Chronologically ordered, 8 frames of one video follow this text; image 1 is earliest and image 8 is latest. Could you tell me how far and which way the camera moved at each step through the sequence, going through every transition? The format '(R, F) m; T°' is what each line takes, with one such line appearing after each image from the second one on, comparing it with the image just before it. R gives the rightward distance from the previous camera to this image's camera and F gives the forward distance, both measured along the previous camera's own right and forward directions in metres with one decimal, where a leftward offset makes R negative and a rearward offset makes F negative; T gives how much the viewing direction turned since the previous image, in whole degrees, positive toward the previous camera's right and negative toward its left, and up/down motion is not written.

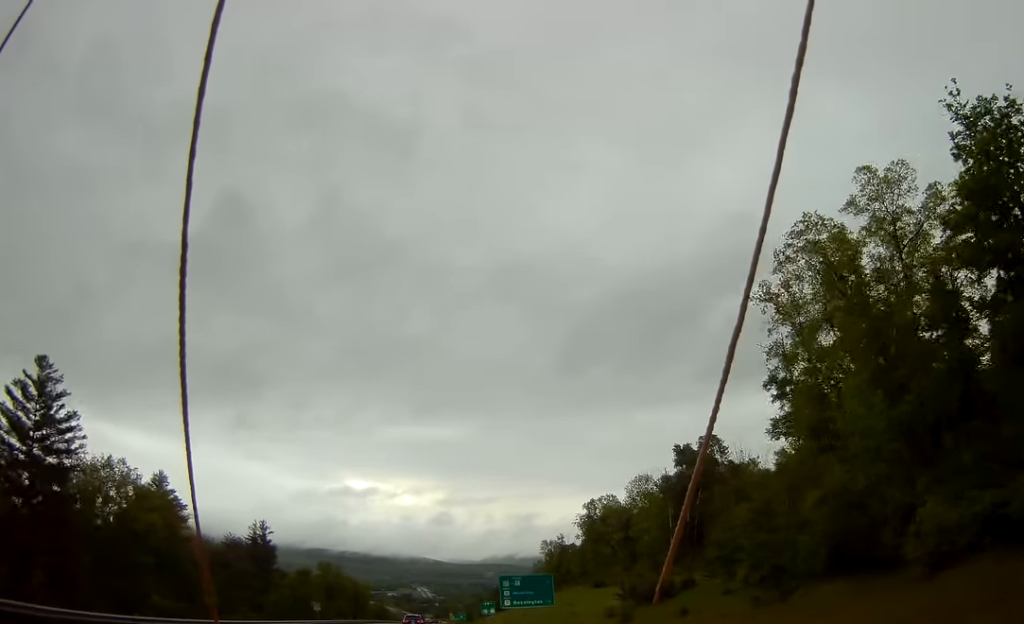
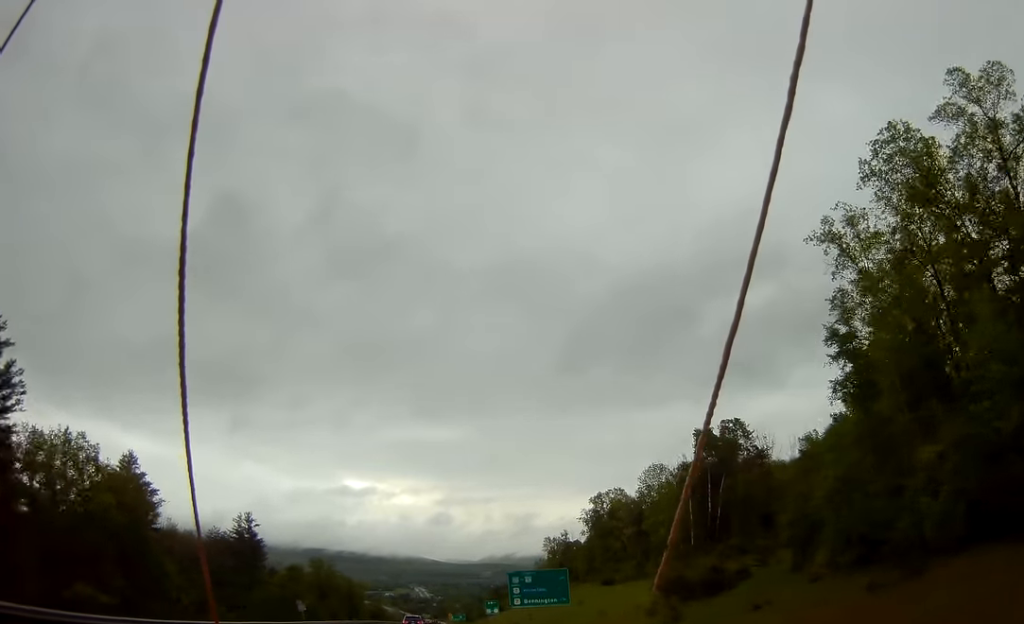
(0.0, +11.9) m; 0°
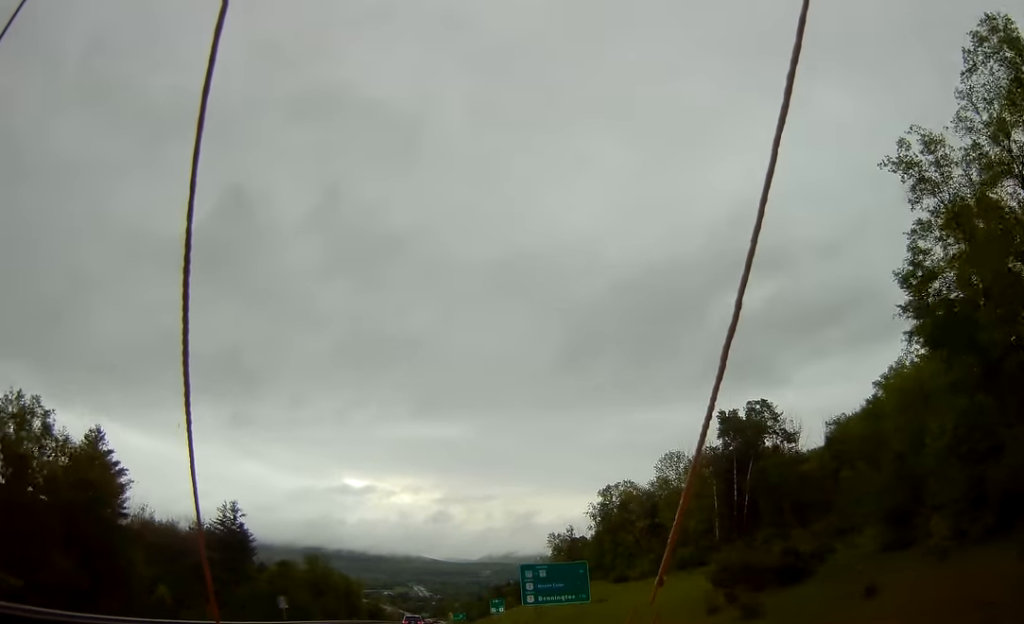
(0.0, +11.2) m; 0°
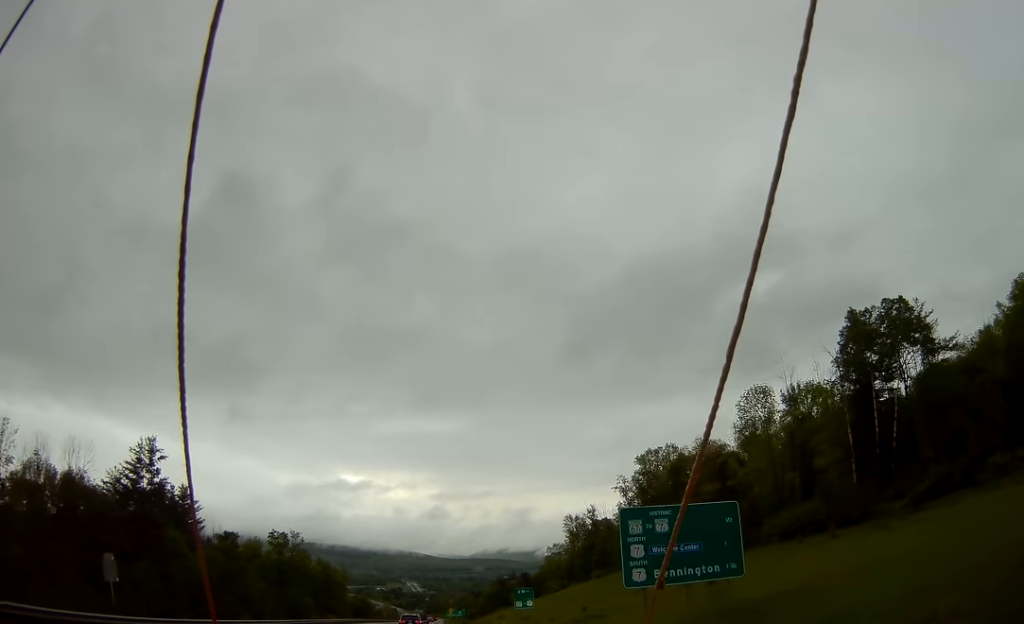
(+0.1, +42.2) m; +1°
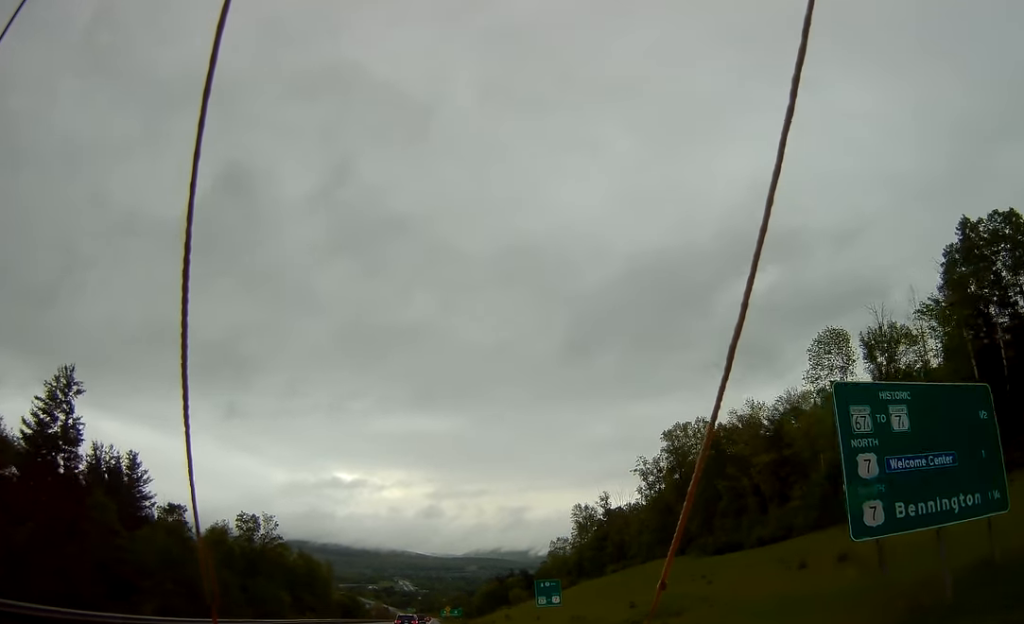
(+0.4, +24.0) m; 0°
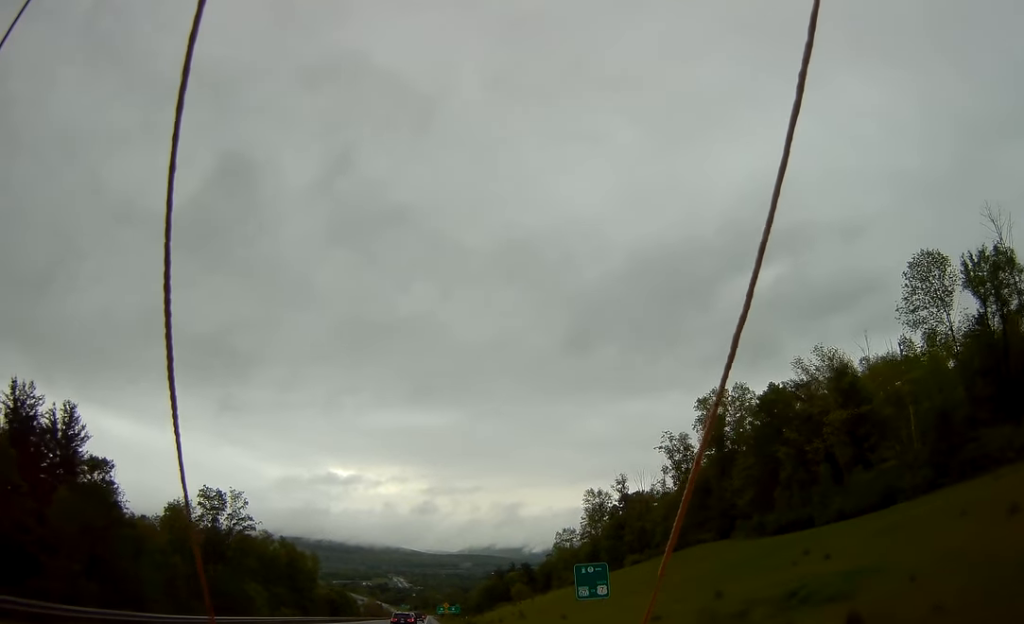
(-0.4, +22.3) m; -1°
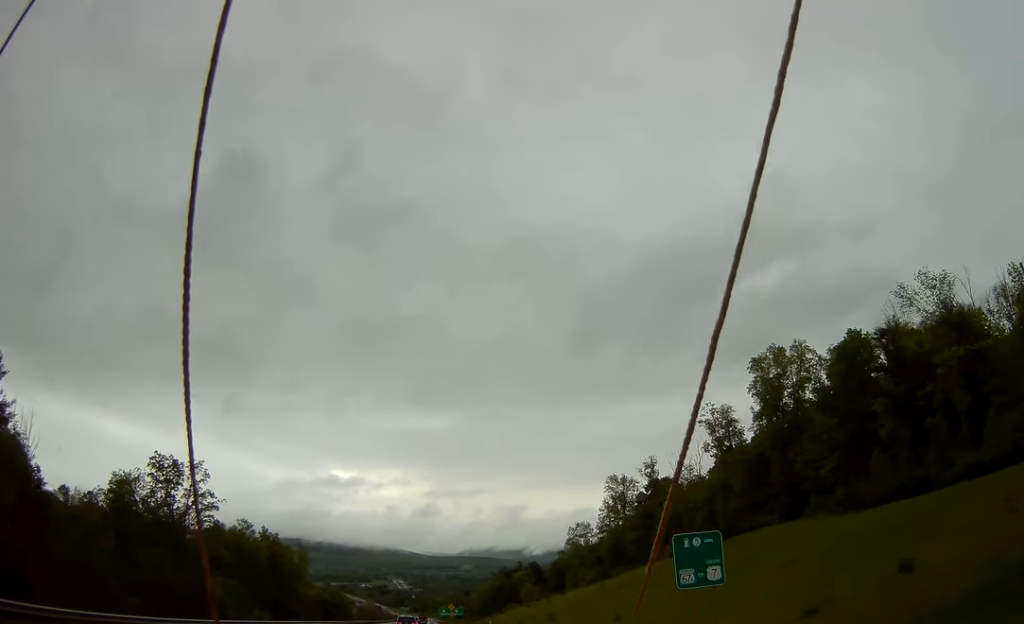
(+0.4, +23.6) m; +1°
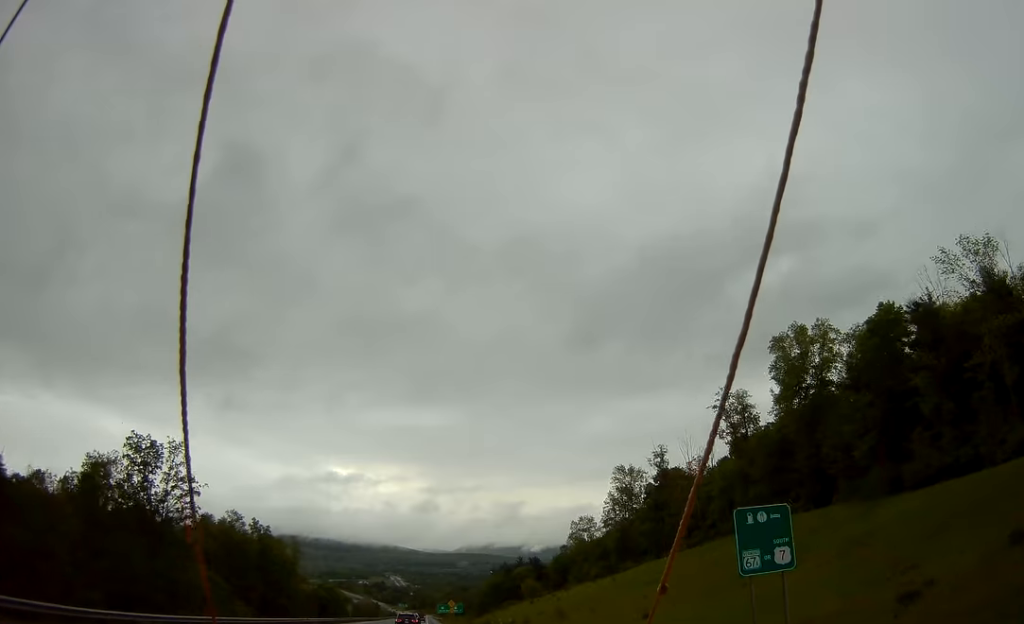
(+0.2, +8.0) m; 0°
